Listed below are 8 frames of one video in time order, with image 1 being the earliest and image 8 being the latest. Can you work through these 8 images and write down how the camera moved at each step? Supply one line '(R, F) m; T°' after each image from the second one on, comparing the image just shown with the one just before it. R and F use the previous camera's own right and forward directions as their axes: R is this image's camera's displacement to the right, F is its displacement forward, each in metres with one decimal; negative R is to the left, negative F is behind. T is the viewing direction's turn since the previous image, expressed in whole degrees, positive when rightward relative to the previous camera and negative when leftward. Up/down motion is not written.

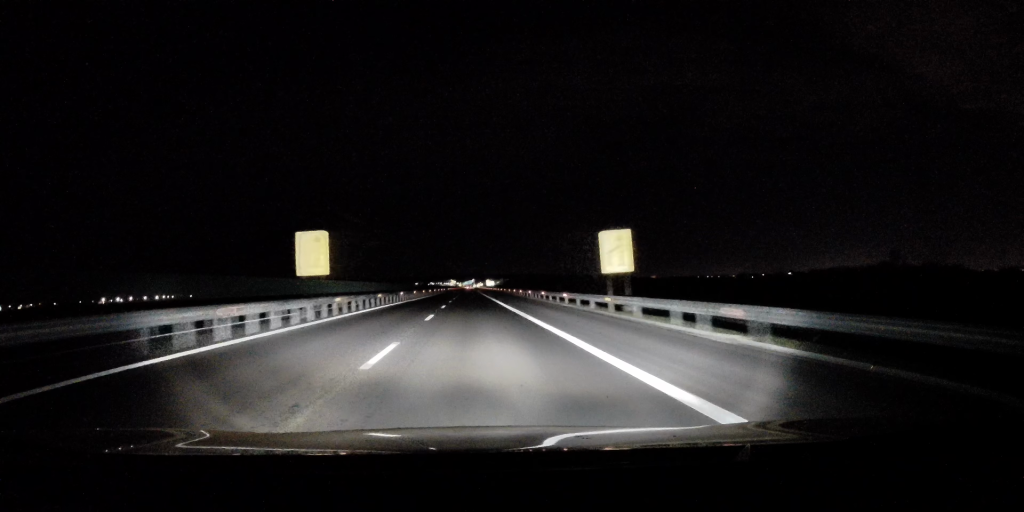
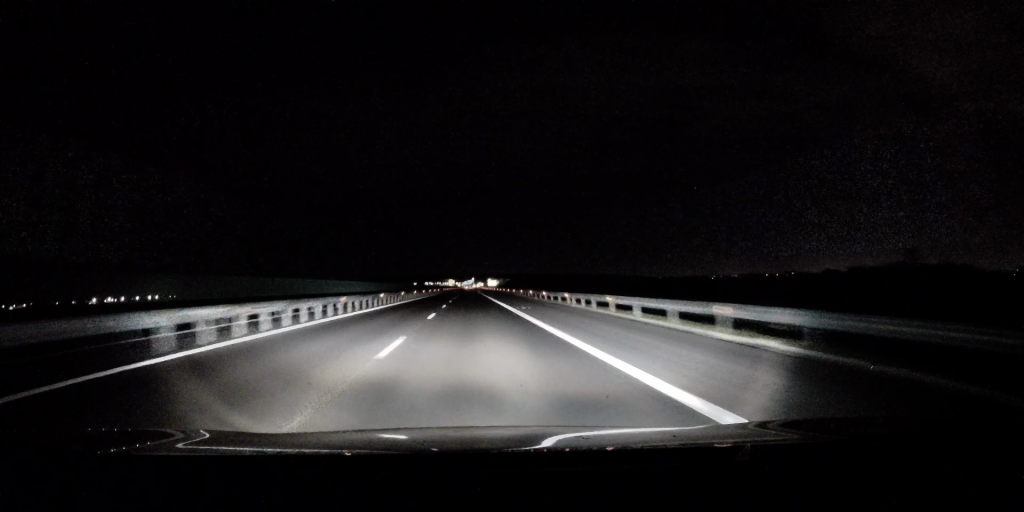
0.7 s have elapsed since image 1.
(-0.1, +22.8) m; +1°
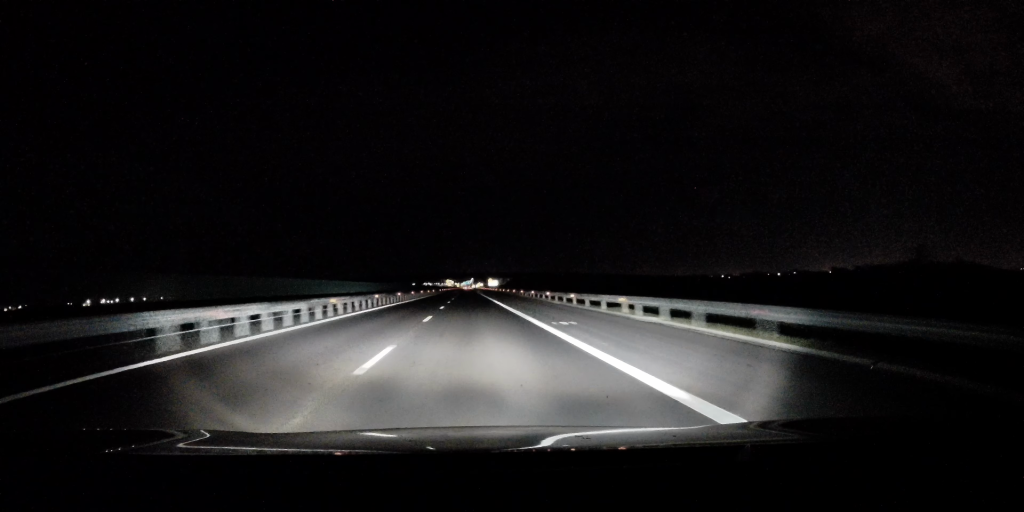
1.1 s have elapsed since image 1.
(+0.2, +13.7) m; +1°
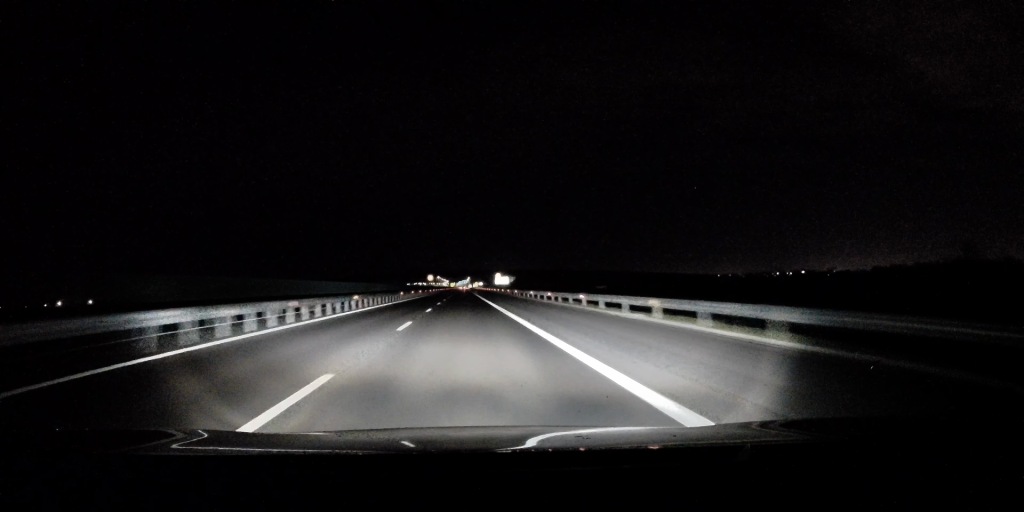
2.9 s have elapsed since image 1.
(+0.4, +63.9) m; -1°
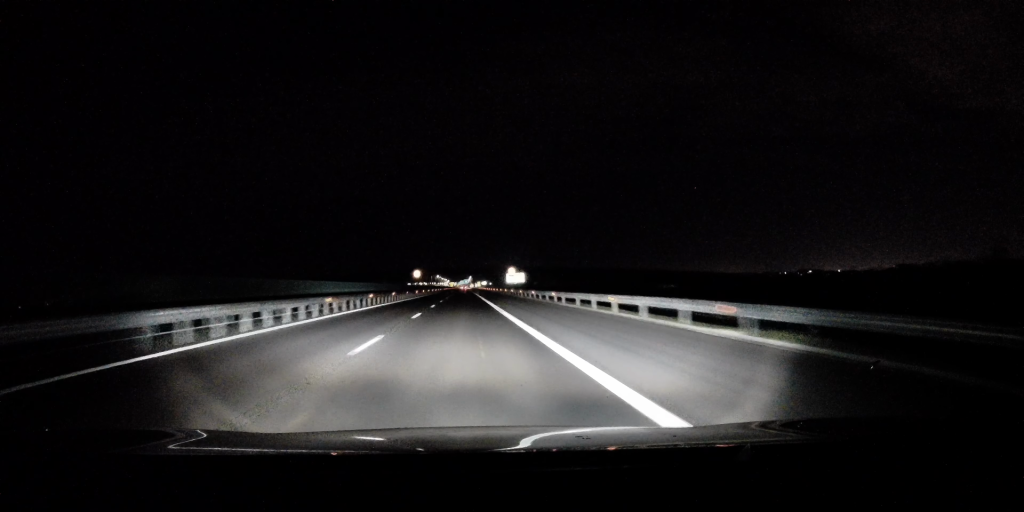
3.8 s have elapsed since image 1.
(-0.5, +29.6) m; 0°
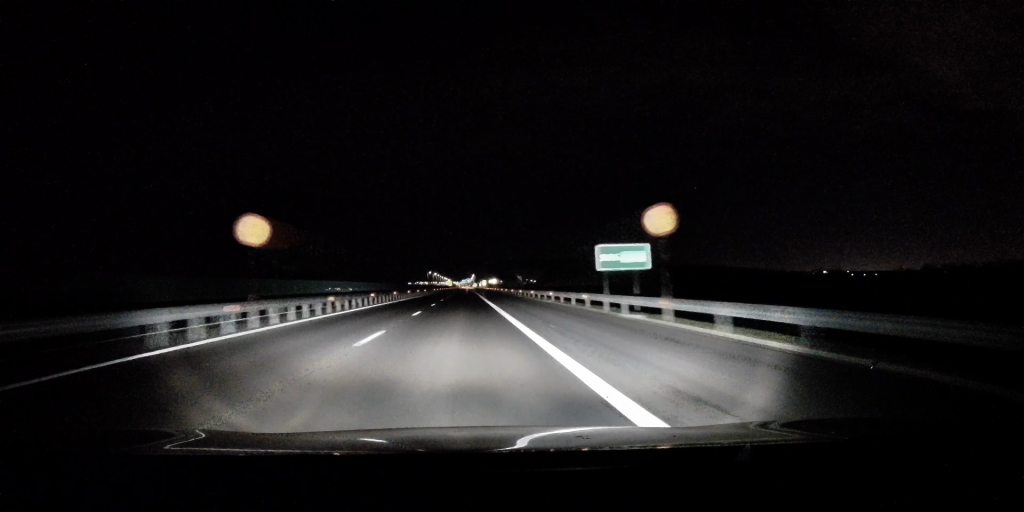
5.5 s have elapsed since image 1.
(+2.5, +58.7) m; +1°
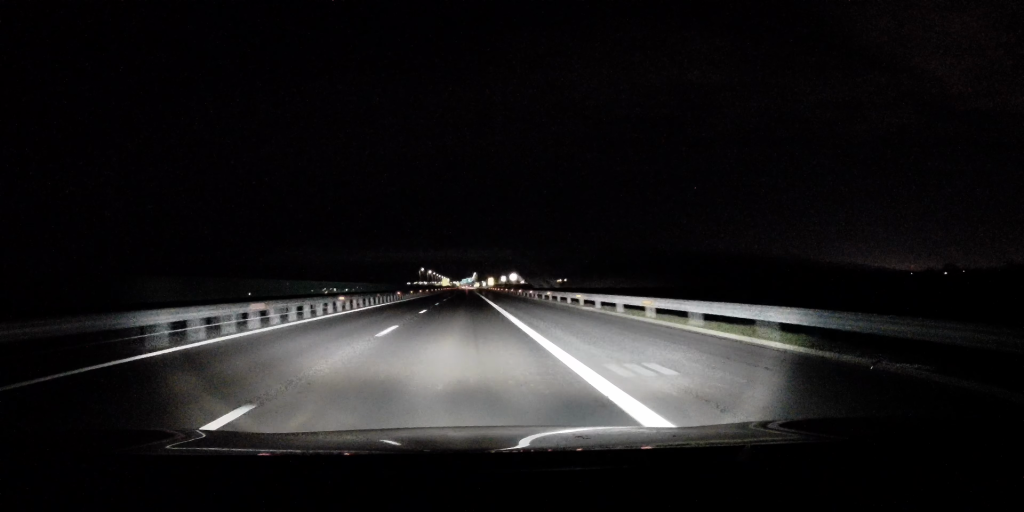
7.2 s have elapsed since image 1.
(-2.5, +58.0) m; 0°
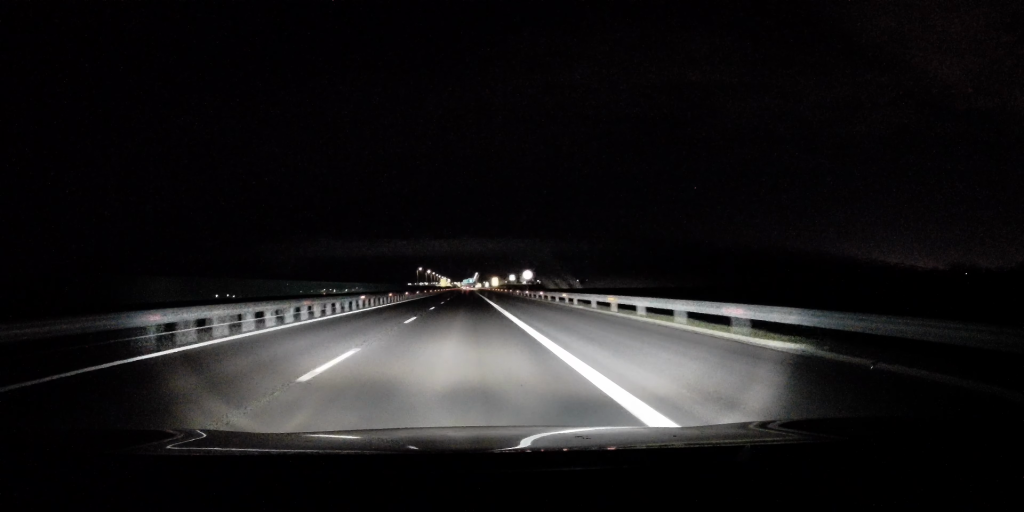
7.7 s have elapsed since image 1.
(+0.1, +18.6) m; +1°
